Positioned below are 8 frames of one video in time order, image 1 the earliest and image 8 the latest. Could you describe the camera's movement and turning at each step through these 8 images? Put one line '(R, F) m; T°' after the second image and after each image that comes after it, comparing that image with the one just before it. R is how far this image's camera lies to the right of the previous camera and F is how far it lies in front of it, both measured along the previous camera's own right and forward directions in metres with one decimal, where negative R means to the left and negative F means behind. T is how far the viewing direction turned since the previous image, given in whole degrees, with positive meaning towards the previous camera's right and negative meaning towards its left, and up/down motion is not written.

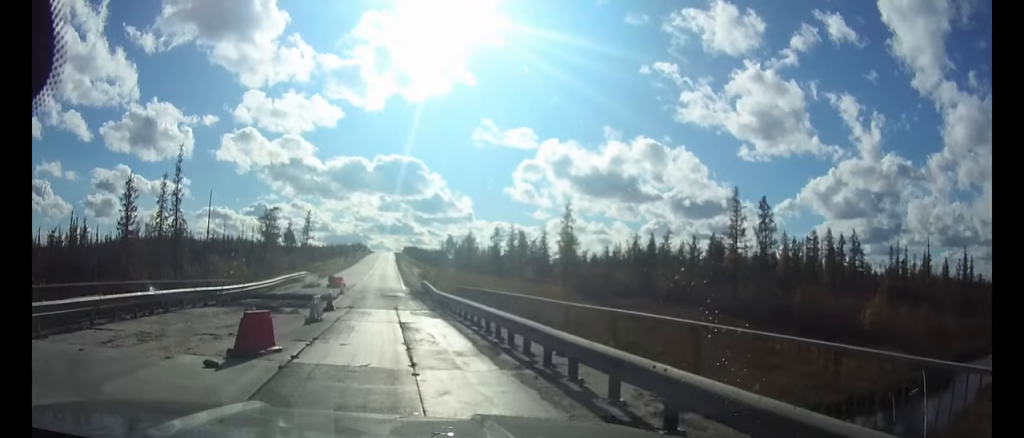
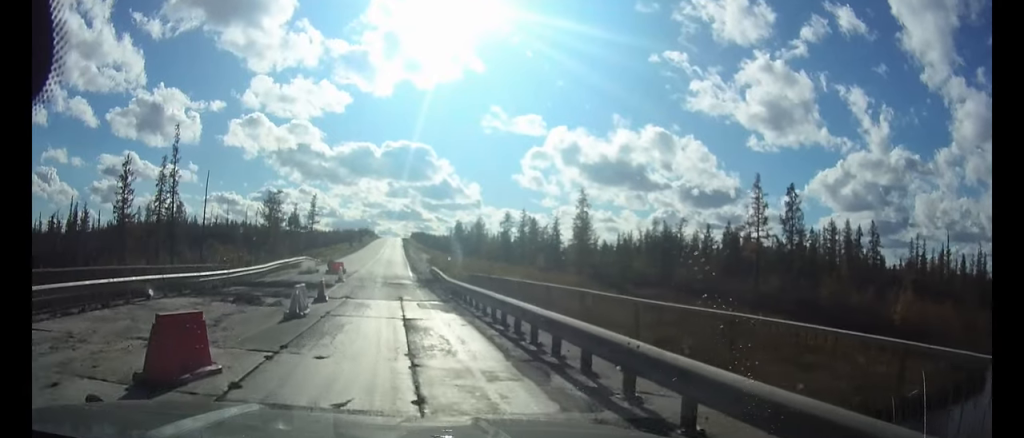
(0.0, +3.4) m; 0°
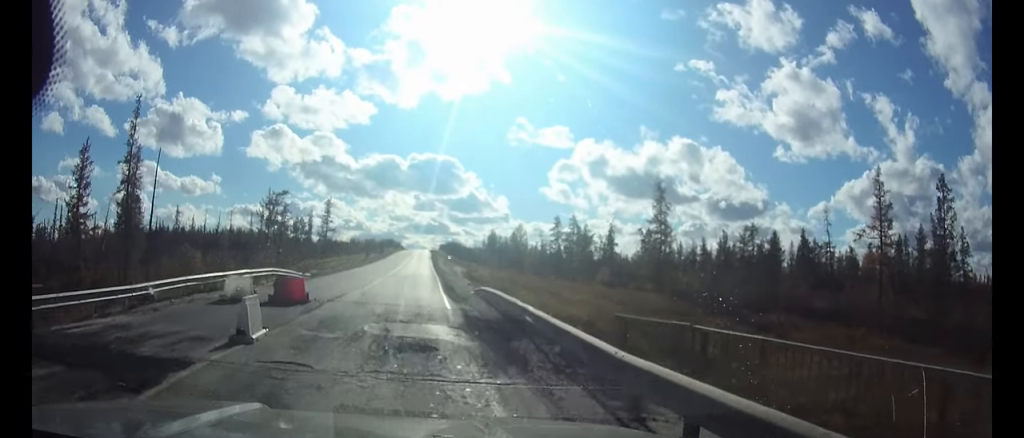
(-0.4, +18.7) m; -3°
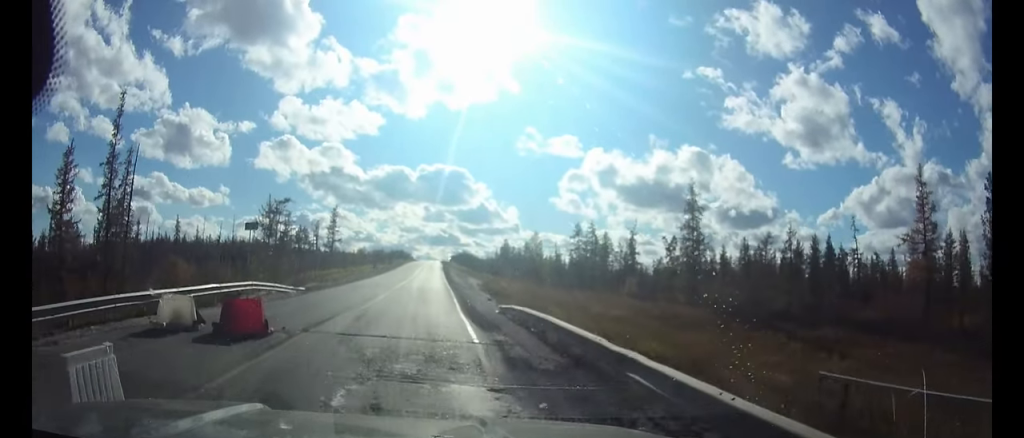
(-0.1, +6.1) m; 0°
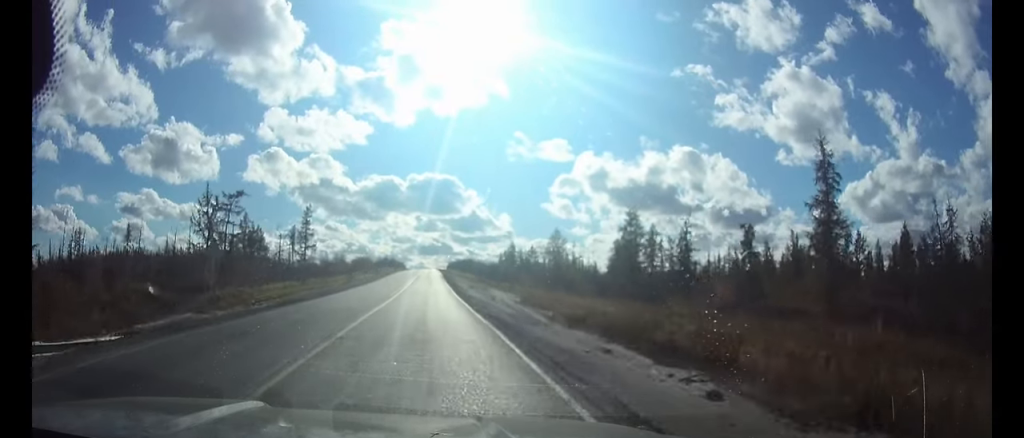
(+0.1, +28.0) m; +1°
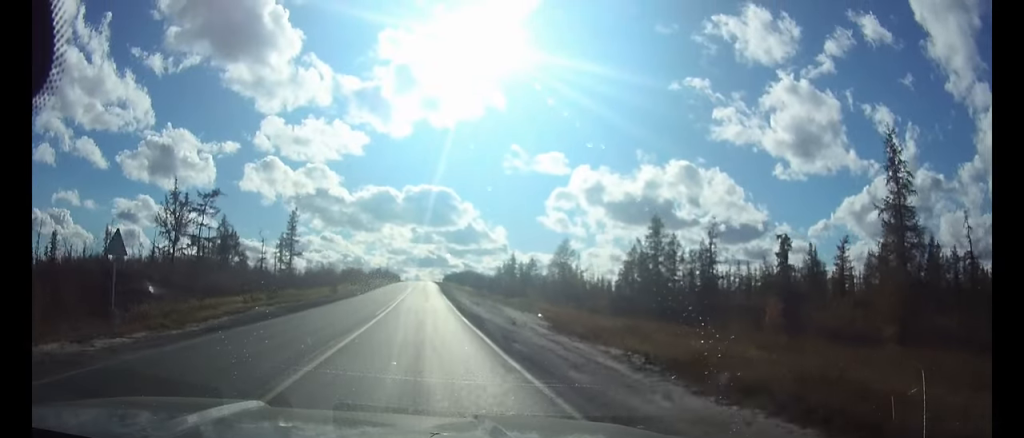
(0.0, +8.6) m; 0°
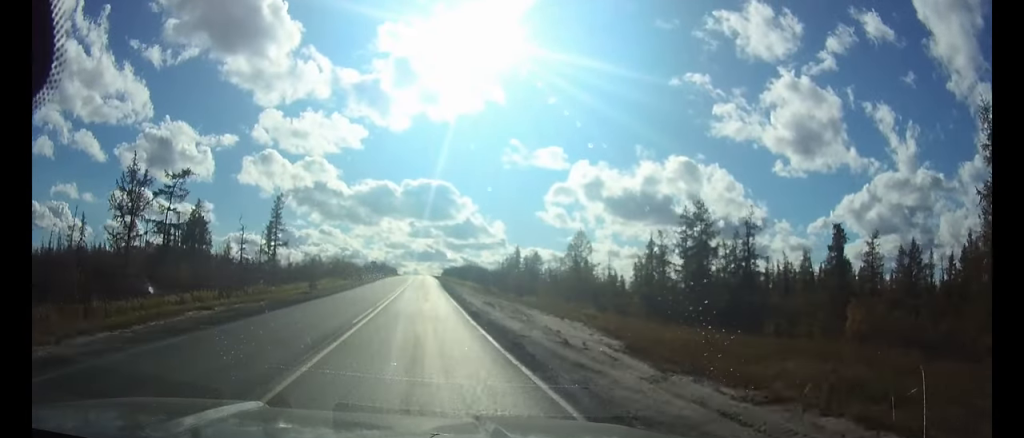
(0.0, +9.8) m; 0°
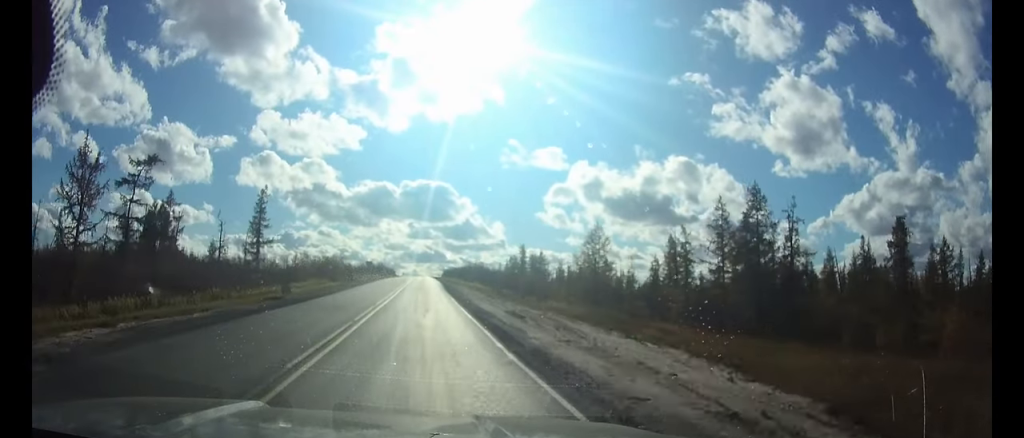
(0.0, +8.5) m; 0°
